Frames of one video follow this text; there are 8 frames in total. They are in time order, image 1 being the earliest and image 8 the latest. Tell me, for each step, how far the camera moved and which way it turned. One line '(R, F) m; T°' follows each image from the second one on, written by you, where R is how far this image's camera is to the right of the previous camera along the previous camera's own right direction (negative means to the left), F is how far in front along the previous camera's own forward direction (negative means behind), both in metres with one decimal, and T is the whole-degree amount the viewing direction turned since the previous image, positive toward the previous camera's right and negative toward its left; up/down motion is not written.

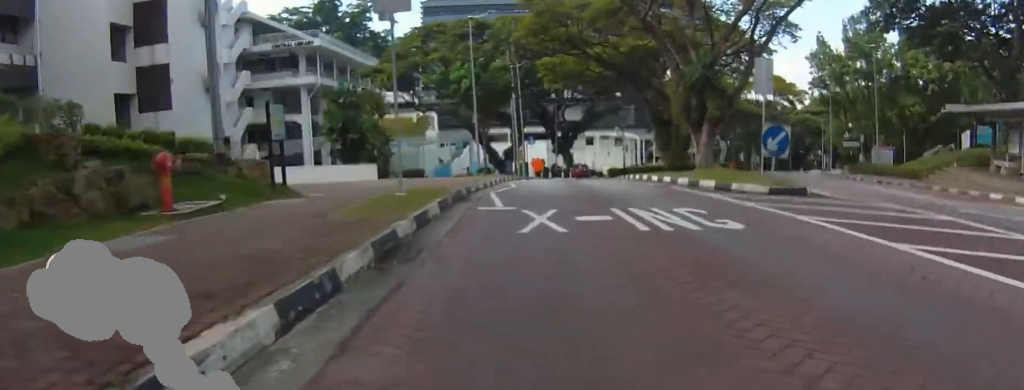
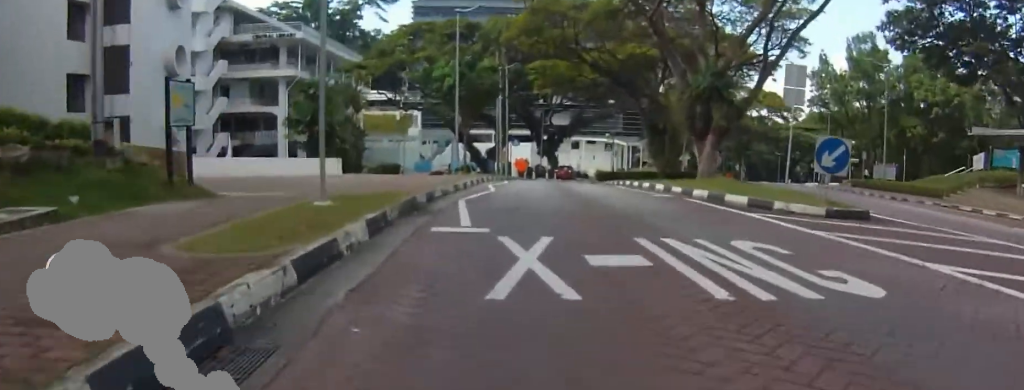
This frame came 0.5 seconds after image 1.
(+0.6, +3.1) m; +5°
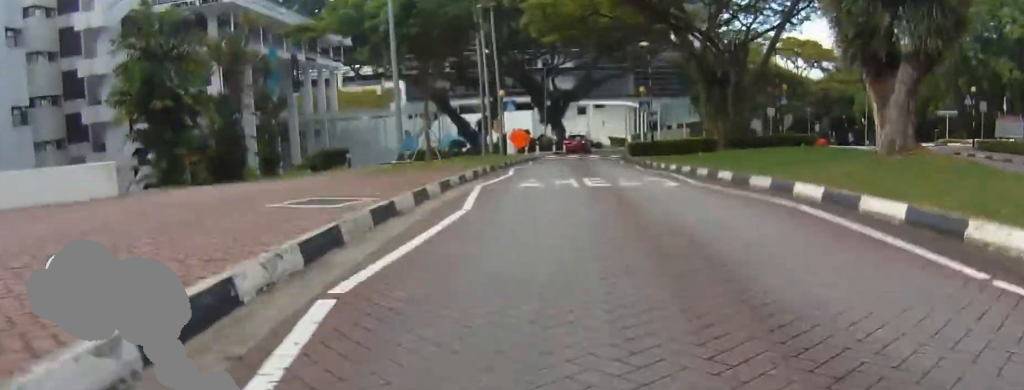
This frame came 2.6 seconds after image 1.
(+2.0, +15.2) m; +13°
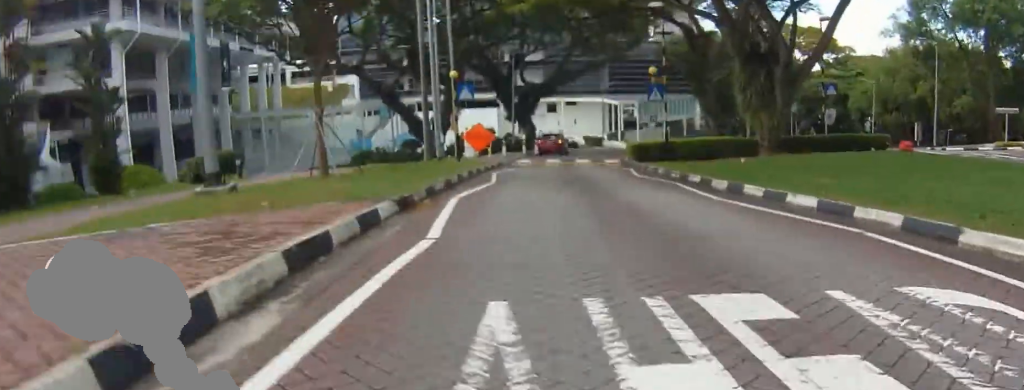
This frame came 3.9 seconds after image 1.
(+1.2, +10.1) m; +2°
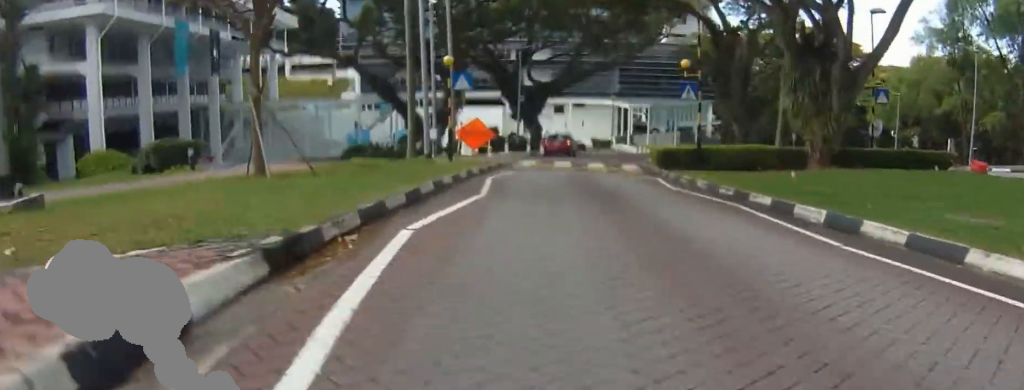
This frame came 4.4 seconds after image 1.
(-0.4, +4.1) m; -6°
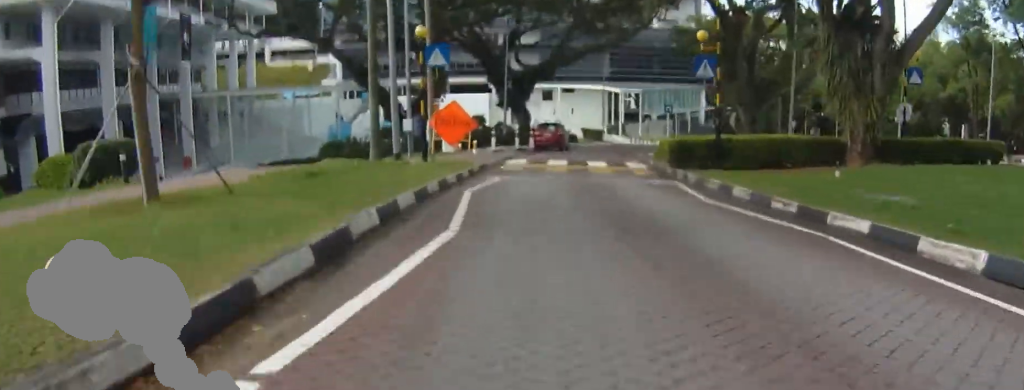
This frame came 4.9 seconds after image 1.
(-0.2, +3.4) m; -6°
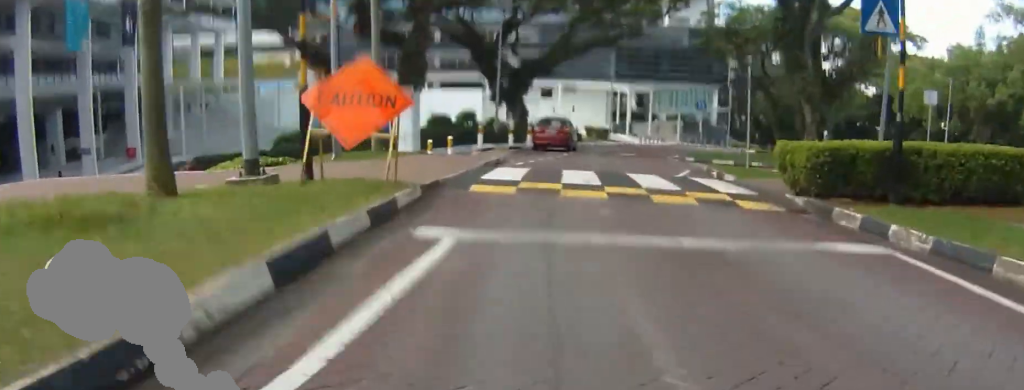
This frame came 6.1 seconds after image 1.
(-0.7, +10.0) m; 0°
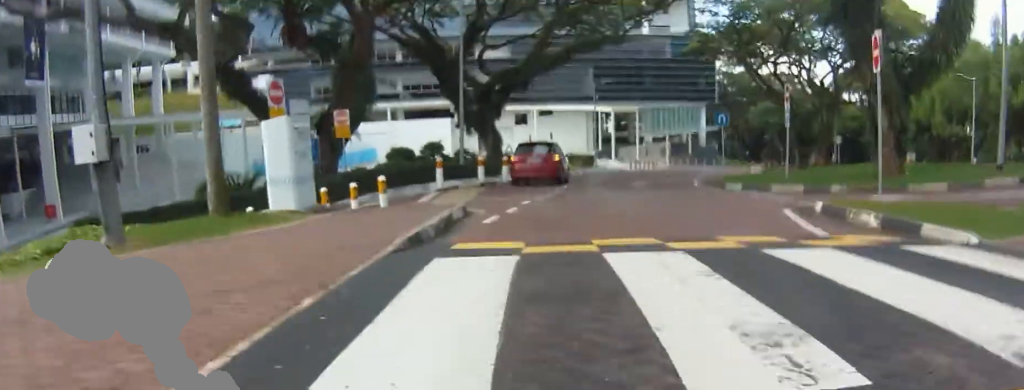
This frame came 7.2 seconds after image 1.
(+0.9, +8.6) m; +12°
